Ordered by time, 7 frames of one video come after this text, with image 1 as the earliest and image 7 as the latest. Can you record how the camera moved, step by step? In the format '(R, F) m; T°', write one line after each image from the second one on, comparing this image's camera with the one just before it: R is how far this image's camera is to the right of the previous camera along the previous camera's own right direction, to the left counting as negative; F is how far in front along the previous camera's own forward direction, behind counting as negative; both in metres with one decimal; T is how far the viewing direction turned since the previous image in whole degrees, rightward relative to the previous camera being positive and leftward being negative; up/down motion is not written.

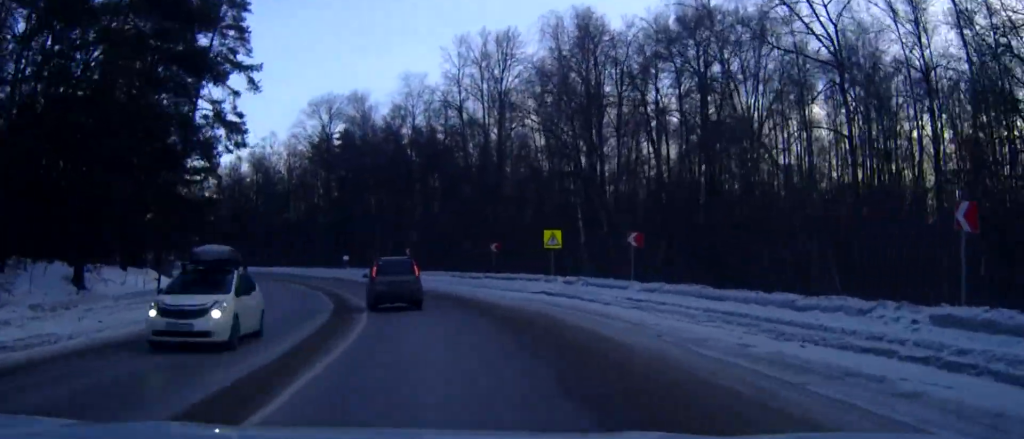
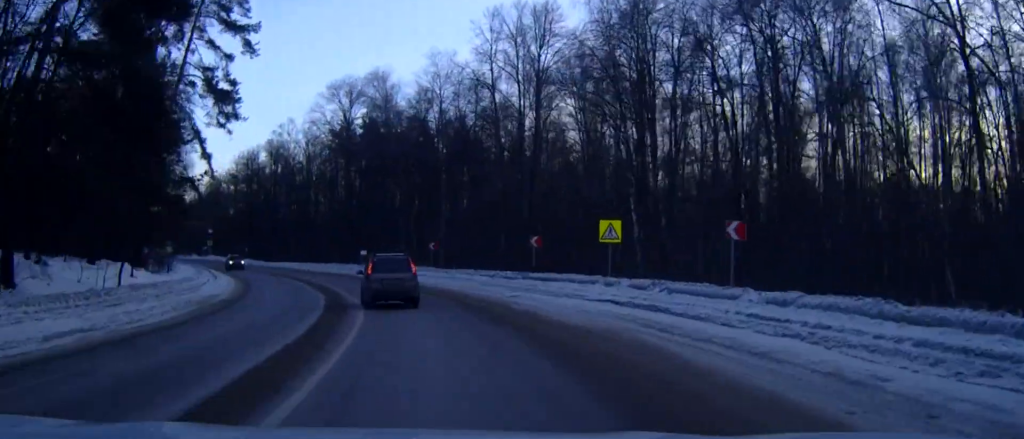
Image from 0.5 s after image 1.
(-0.1, +7.9) m; -2°
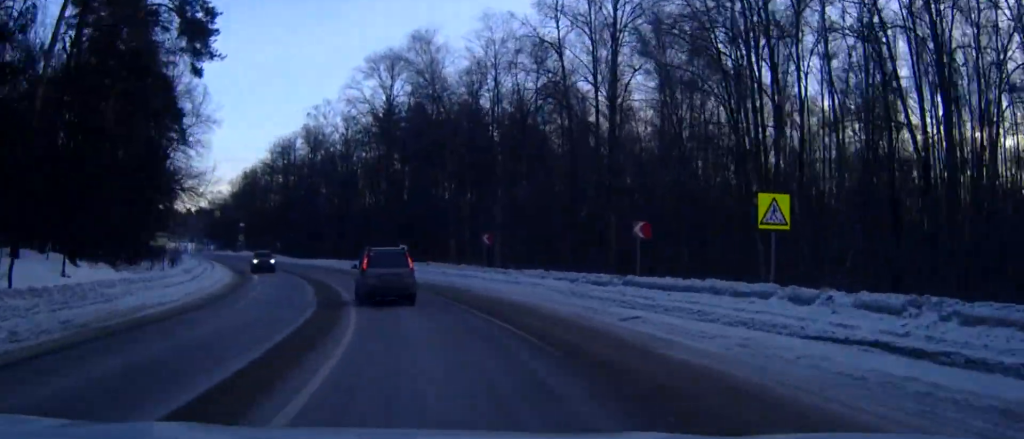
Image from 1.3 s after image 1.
(-0.2, +12.1) m; -3°
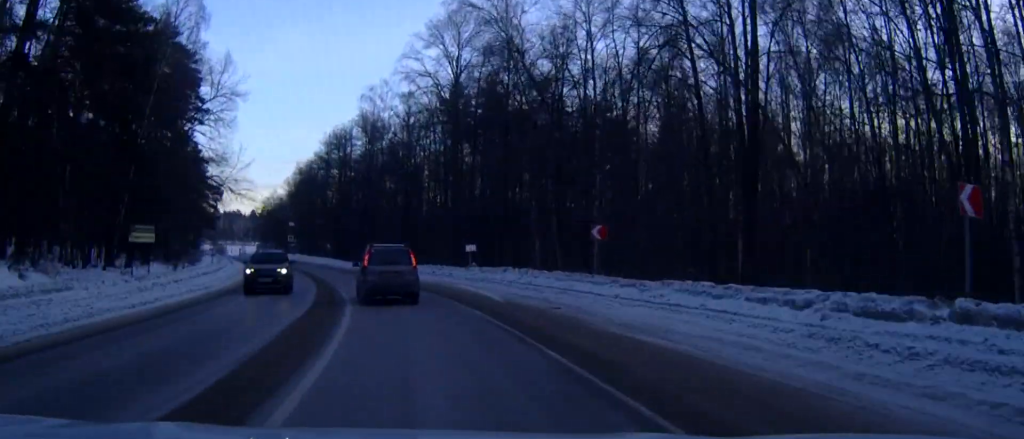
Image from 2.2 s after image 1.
(-0.6, +14.6) m; -5°
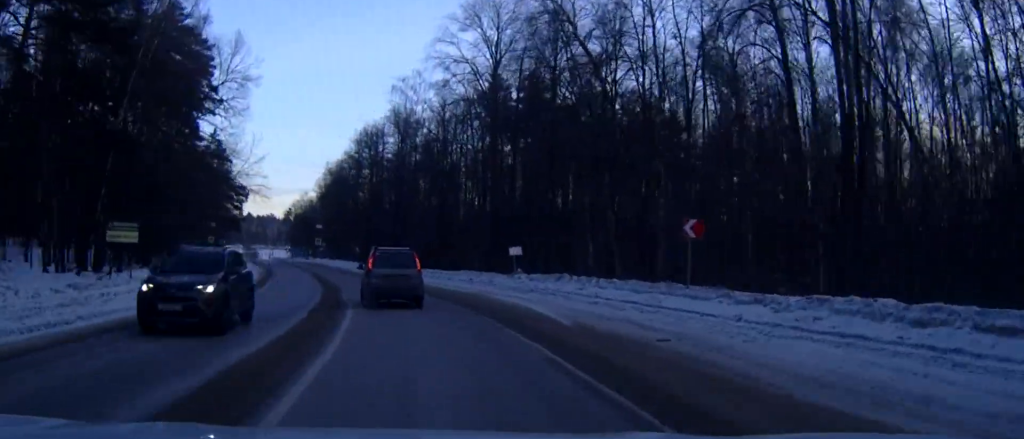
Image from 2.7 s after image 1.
(-0.3, +7.1) m; -3°
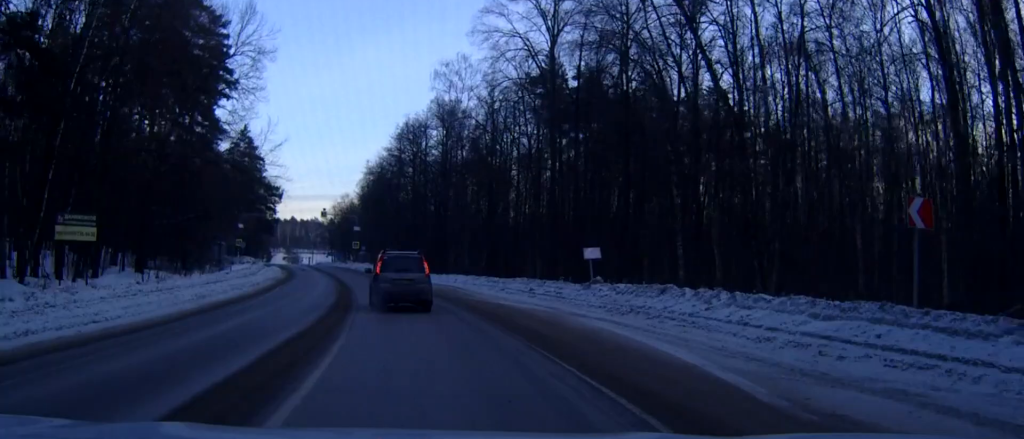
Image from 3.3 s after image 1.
(-0.2, +9.2) m; -4°
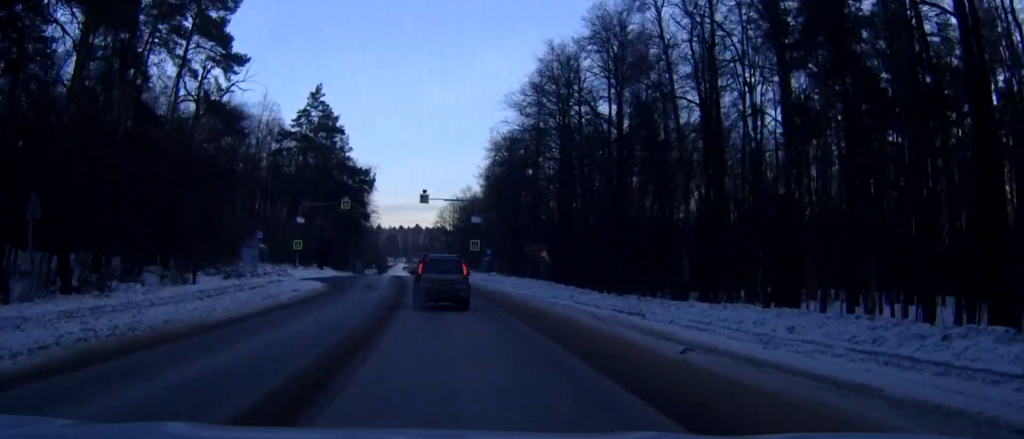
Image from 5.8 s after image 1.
(-4.2, +36.7) m; -11°
